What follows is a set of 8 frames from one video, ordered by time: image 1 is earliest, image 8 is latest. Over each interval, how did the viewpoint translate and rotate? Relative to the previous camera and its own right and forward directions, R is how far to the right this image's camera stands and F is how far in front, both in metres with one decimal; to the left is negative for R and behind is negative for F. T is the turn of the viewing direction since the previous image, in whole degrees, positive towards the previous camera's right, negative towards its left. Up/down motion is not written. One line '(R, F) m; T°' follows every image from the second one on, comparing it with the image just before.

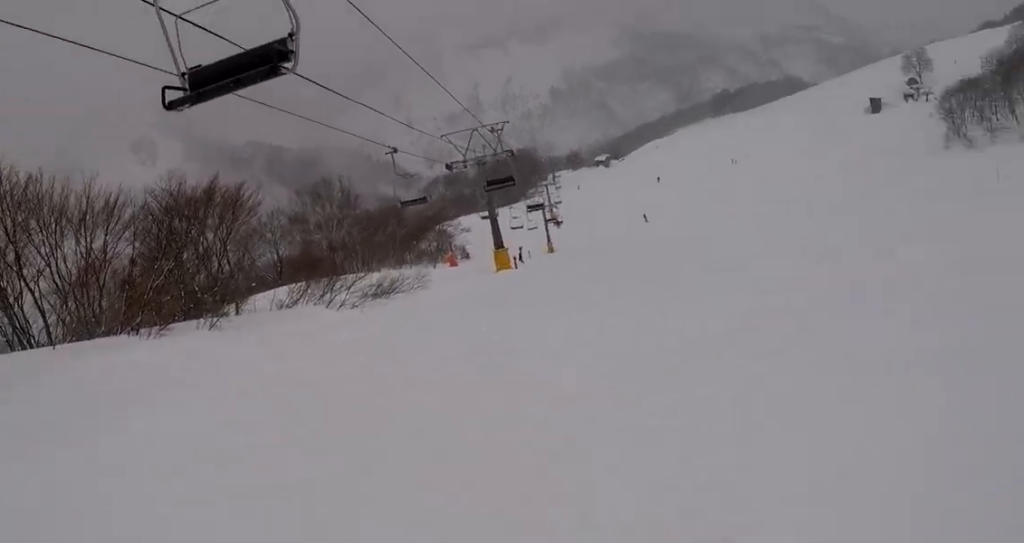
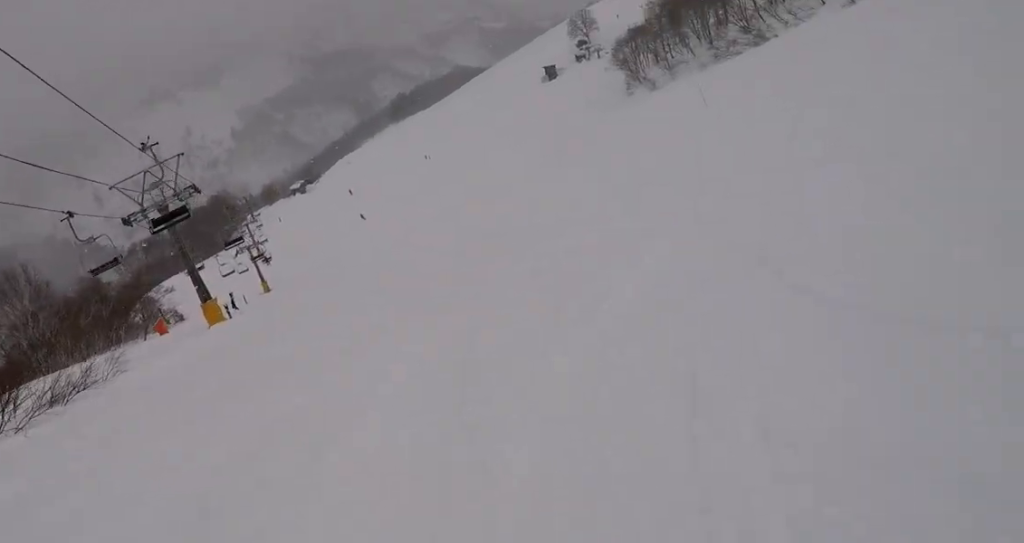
(+0.7, +4.5) m; +30°
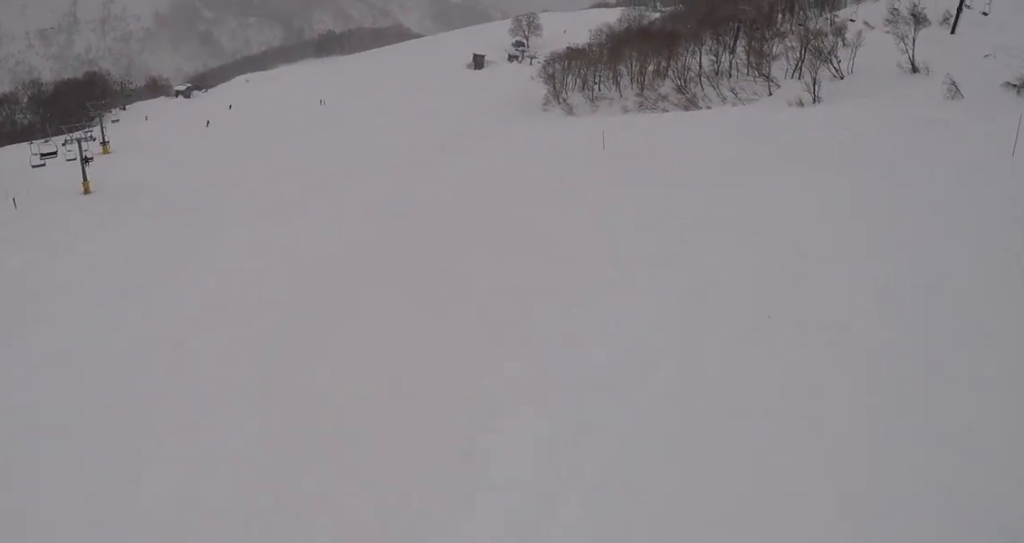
(+4.0, +8.8) m; +12°
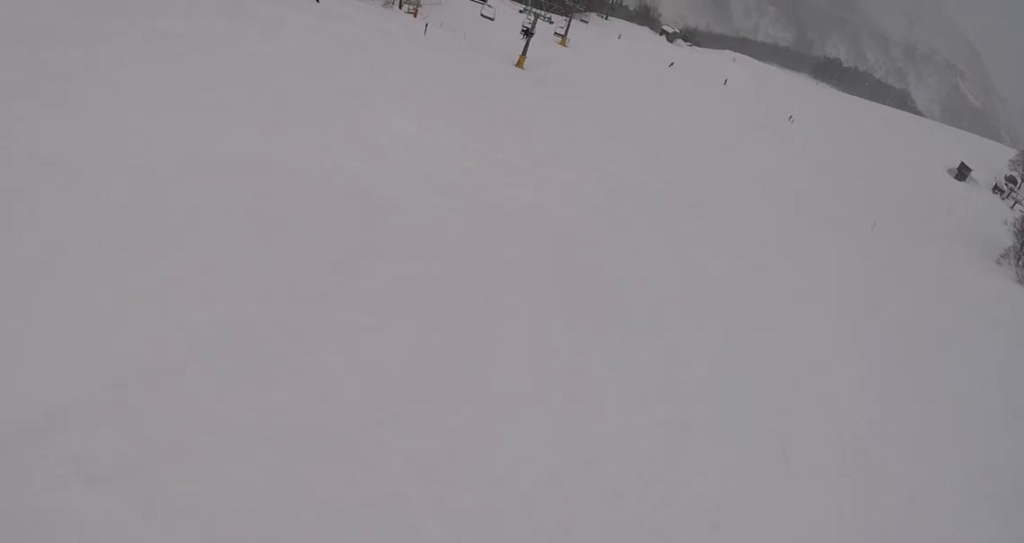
(-1.5, +5.6) m; -34°
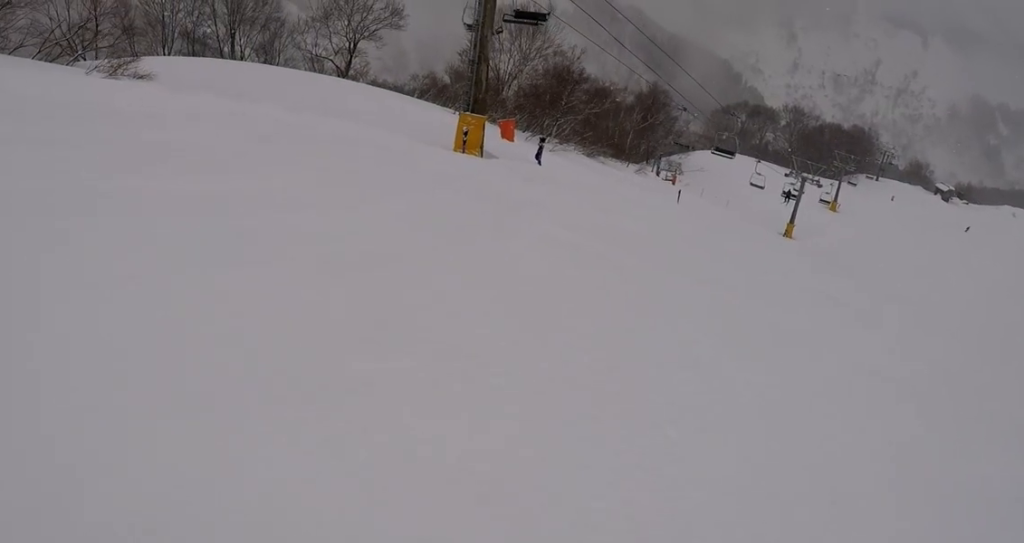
(-1.7, +5.1) m; -23°
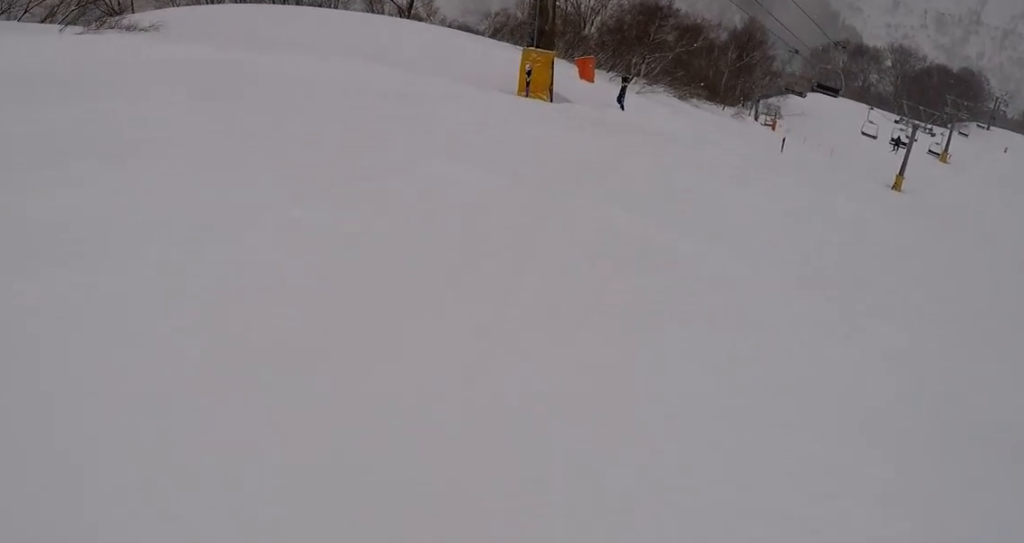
(-0.3, +3.7) m; -4°
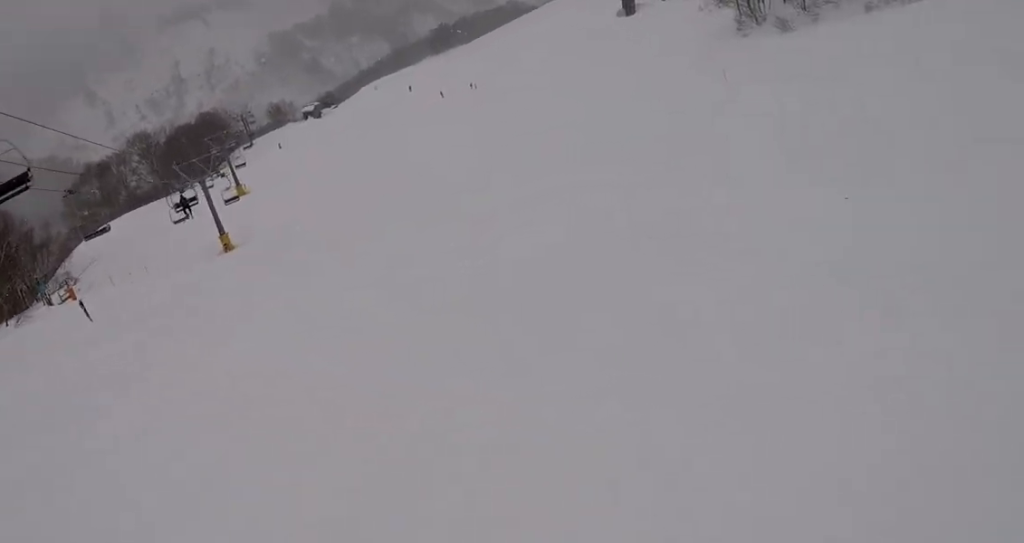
(+2.1, +12.8) m; +37°
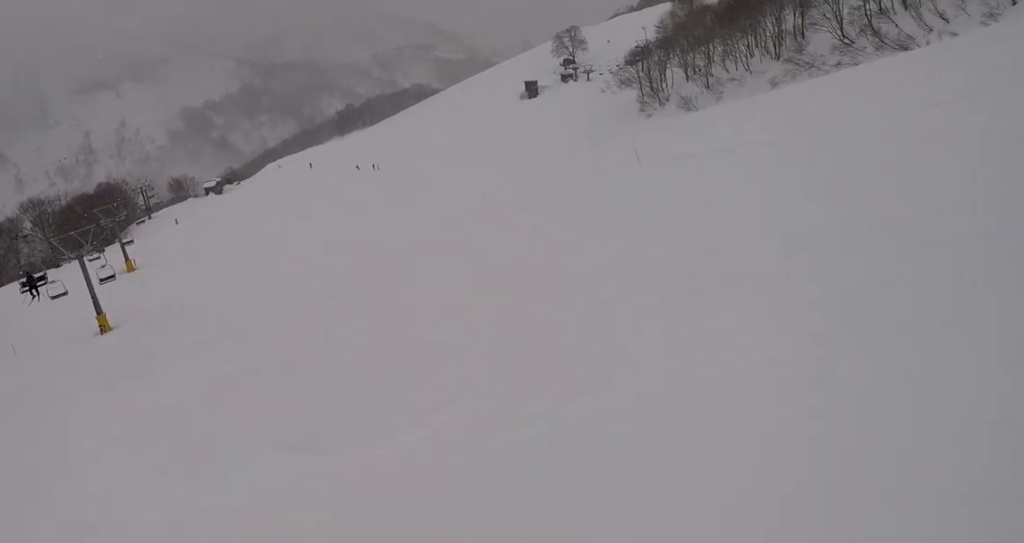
(+1.1, +4.4) m; +15°
